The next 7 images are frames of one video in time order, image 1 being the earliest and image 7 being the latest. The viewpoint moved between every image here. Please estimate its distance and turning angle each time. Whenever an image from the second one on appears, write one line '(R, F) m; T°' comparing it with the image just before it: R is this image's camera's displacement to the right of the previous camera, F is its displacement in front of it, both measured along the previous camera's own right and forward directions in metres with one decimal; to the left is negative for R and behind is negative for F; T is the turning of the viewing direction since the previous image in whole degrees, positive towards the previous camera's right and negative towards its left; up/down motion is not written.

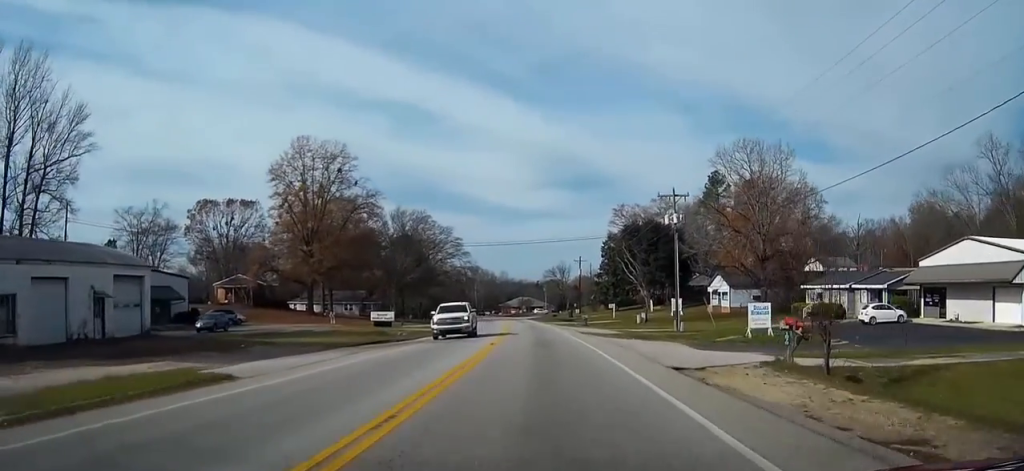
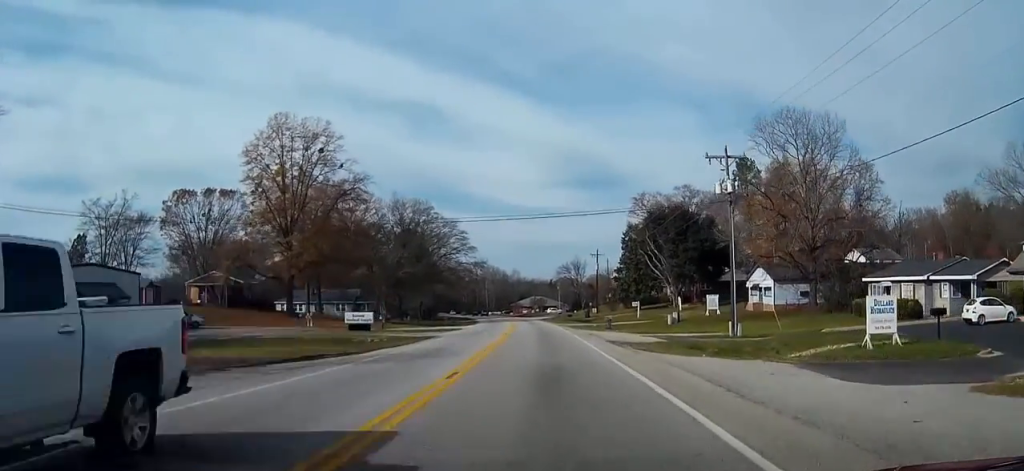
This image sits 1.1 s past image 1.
(-0.1, +14.2) m; -1°
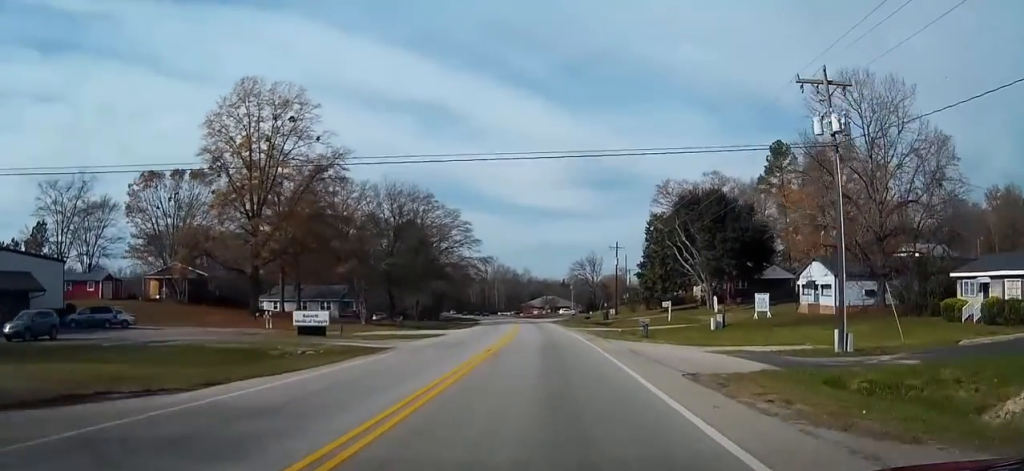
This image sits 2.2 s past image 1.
(-0.2, +15.0) m; -1°
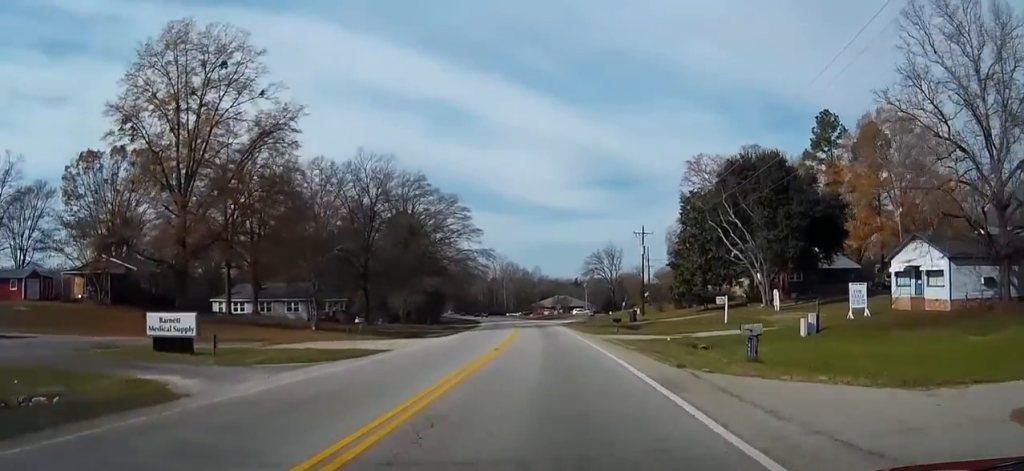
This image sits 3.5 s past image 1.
(-0.2, +18.5) m; -1°
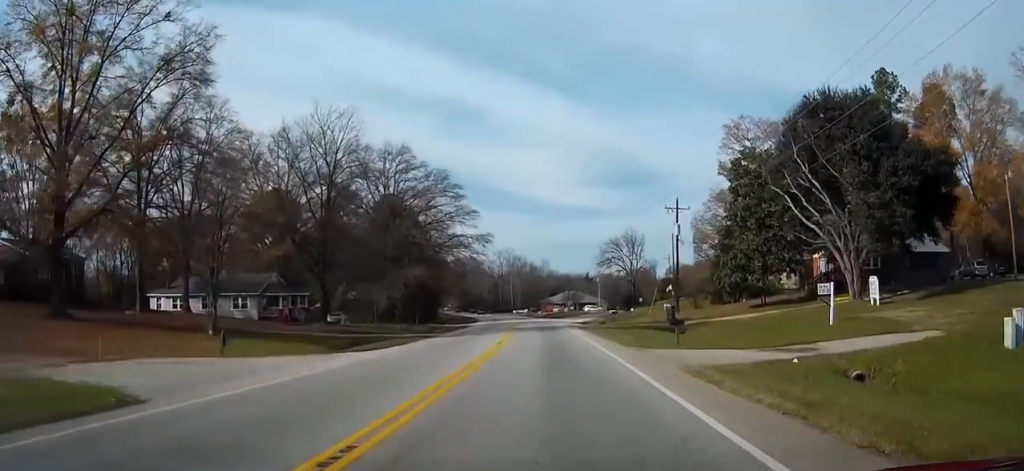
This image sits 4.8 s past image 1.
(0.0, +15.4) m; 0°
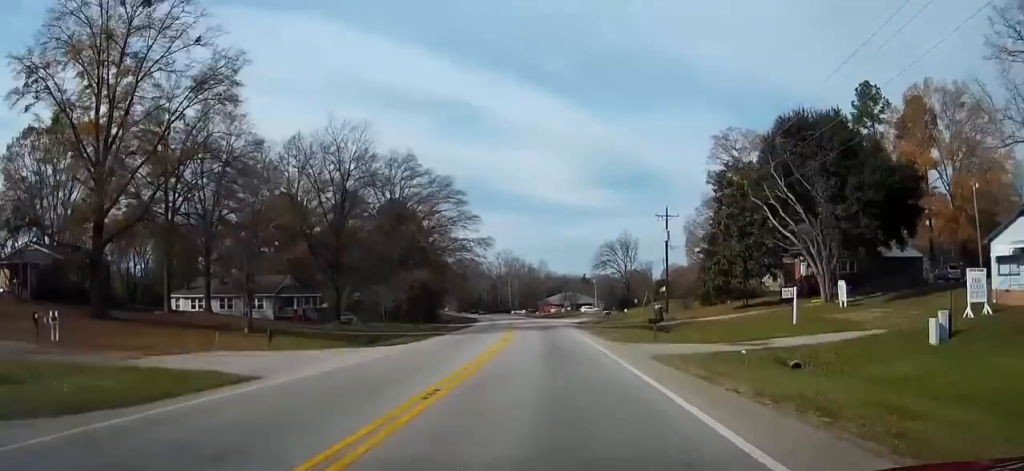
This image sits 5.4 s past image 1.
(0.0, +7.4) m; 0°
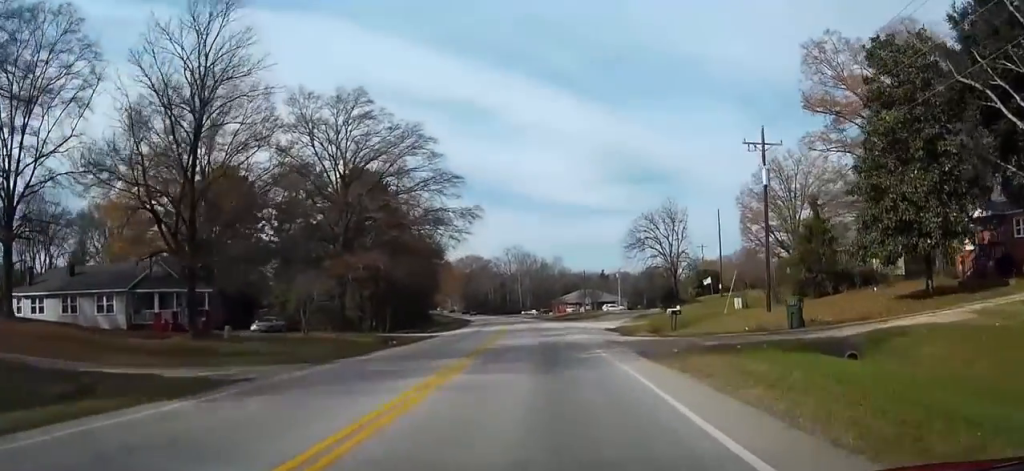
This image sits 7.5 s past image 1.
(+0.1, +23.5) m; 0°
